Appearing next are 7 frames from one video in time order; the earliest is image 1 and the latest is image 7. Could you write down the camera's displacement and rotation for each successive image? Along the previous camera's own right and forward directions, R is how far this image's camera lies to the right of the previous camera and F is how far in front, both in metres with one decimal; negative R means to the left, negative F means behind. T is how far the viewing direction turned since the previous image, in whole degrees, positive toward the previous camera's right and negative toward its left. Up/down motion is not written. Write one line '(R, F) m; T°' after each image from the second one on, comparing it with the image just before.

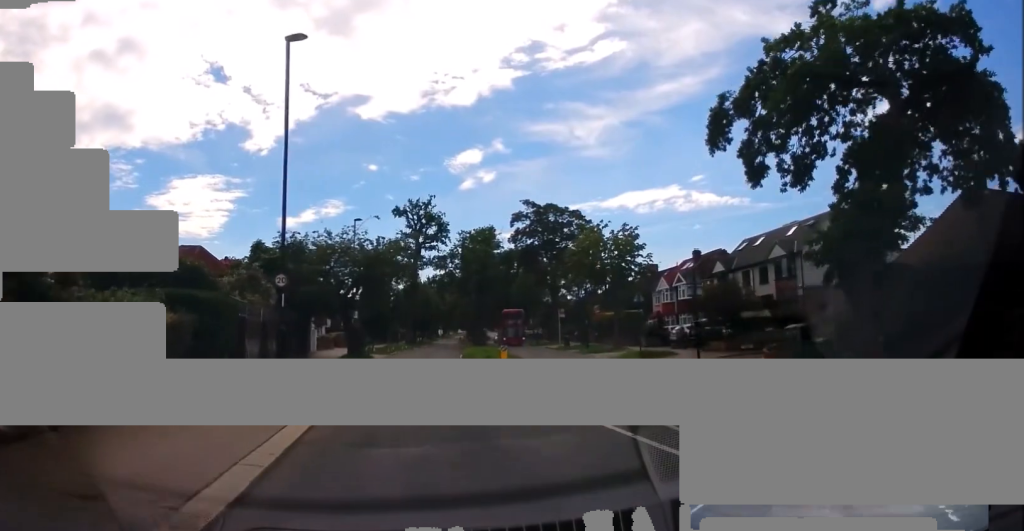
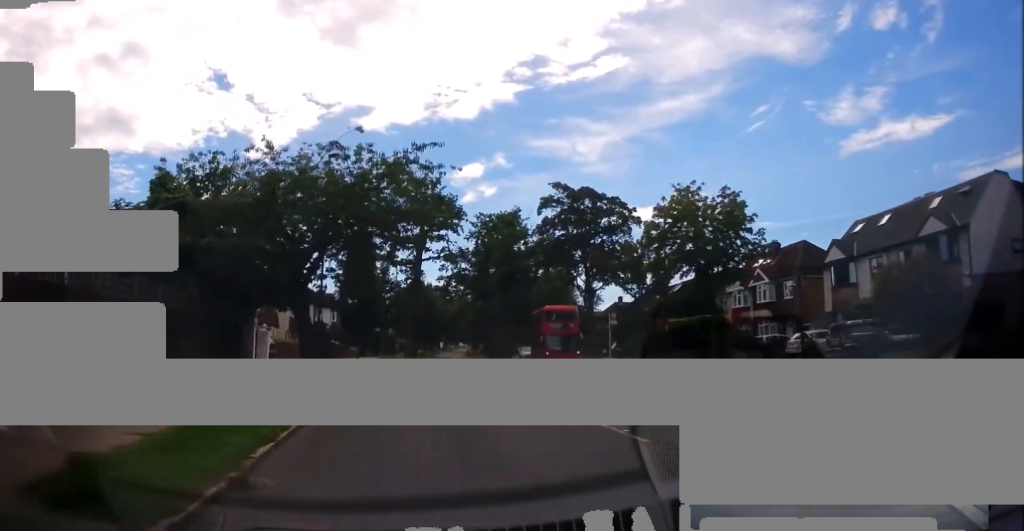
(0.0, +16.4) m; 0°
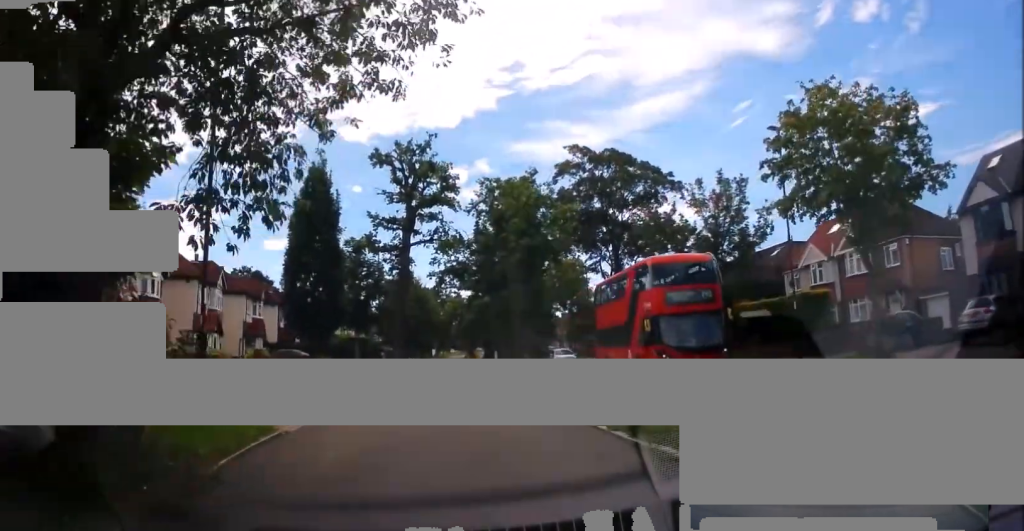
(+0.2, +14.1) m; +2°
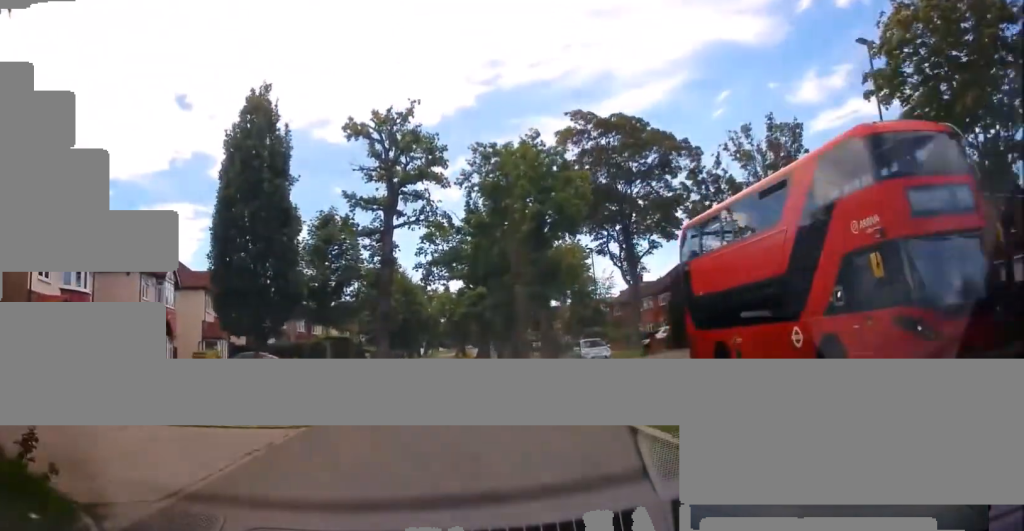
(0.0, +6.6) m; 0°
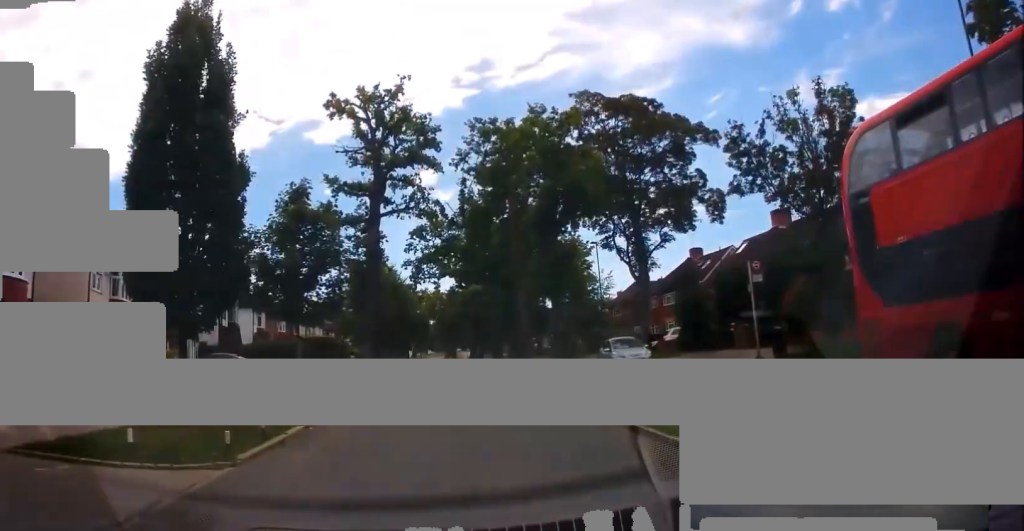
(0.0, +4.5) m; +1°
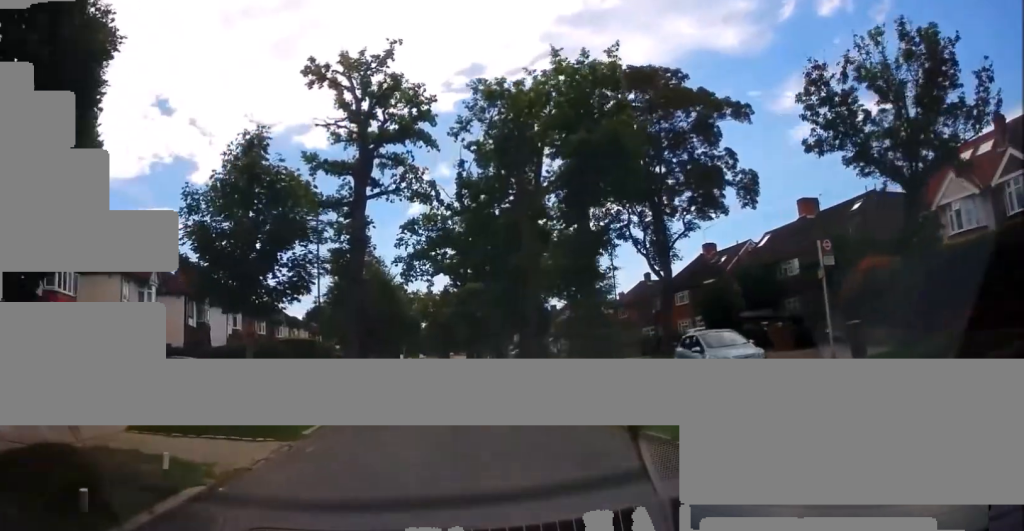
(0.0, +5.4) m; +1°
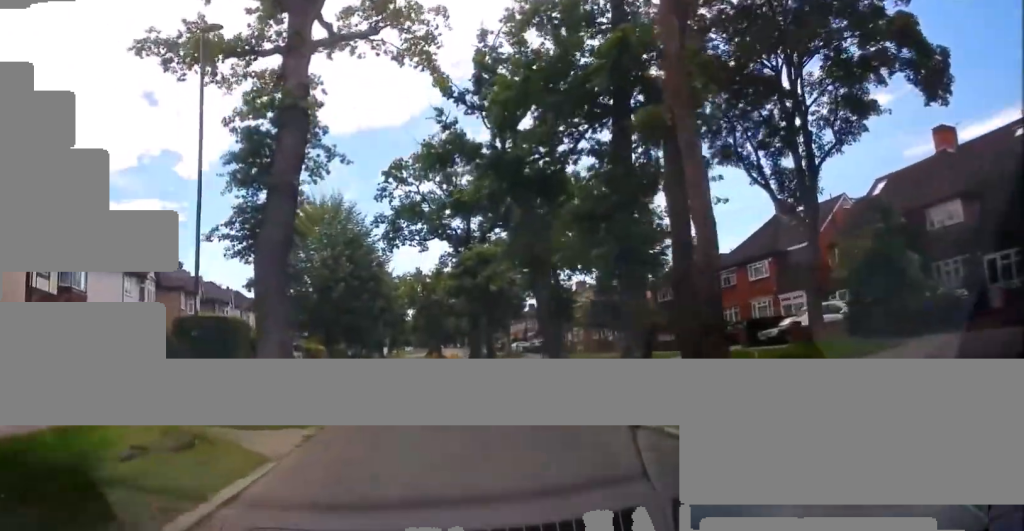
(0.0, +16.3) m; 0°
